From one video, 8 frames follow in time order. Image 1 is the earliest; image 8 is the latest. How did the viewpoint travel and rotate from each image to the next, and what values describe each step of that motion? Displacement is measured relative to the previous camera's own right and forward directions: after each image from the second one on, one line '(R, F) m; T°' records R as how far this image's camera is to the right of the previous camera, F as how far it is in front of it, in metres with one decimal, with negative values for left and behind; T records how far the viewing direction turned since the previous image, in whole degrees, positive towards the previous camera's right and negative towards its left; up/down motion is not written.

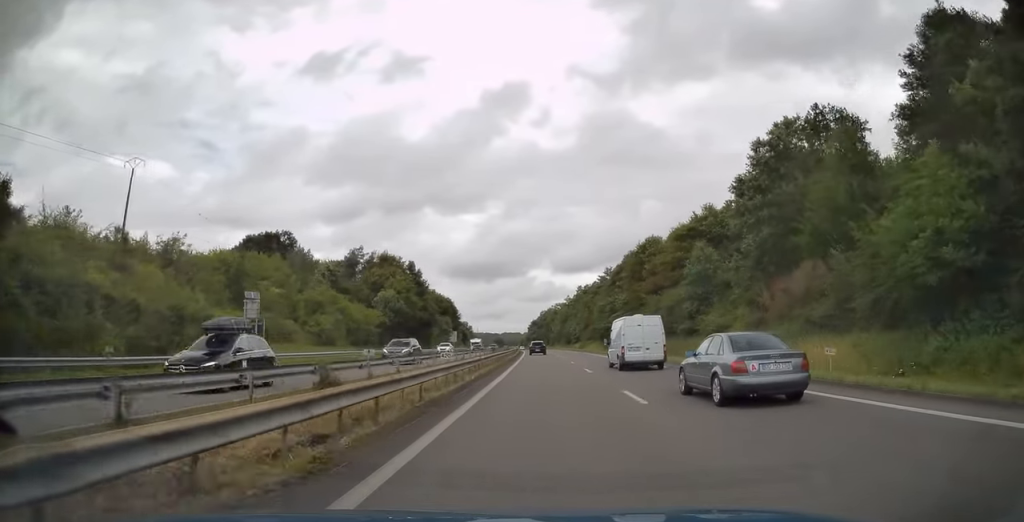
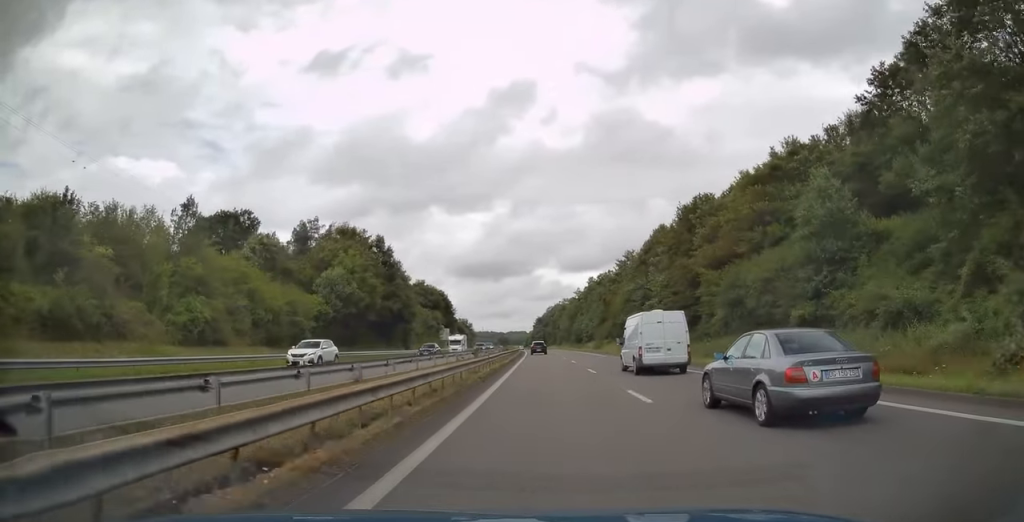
(-0.4, +25.7) m; 0°
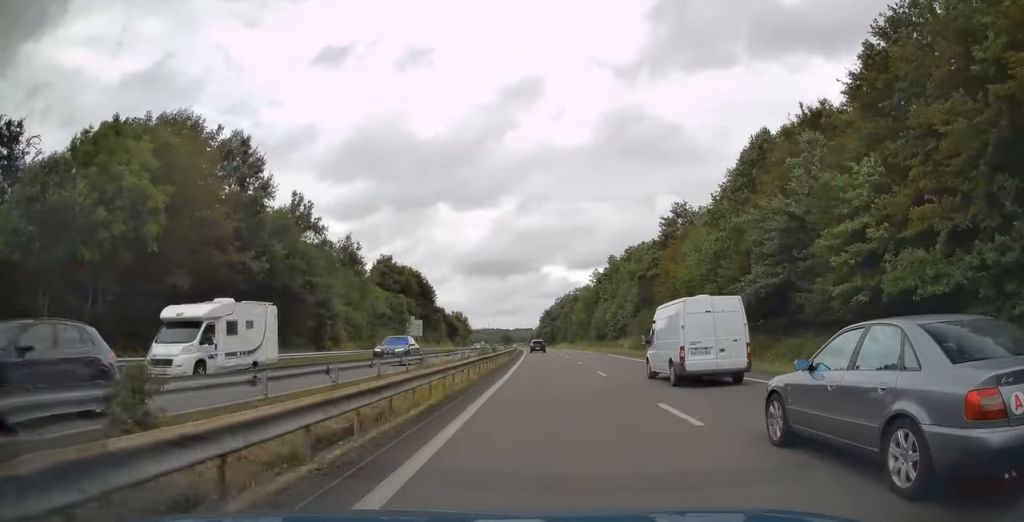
(+0.1, +42.6) m; -1°
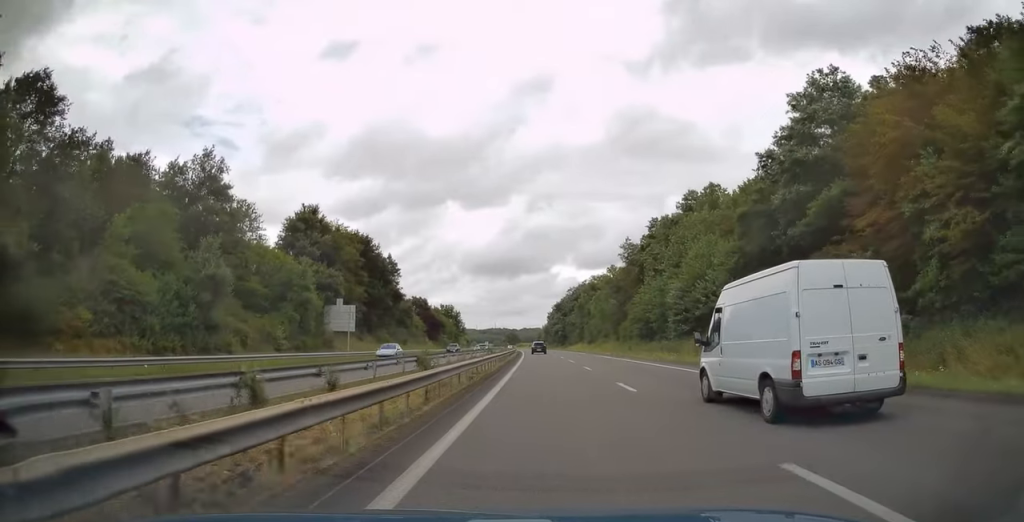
(-0.8, +45.1) m; -1°
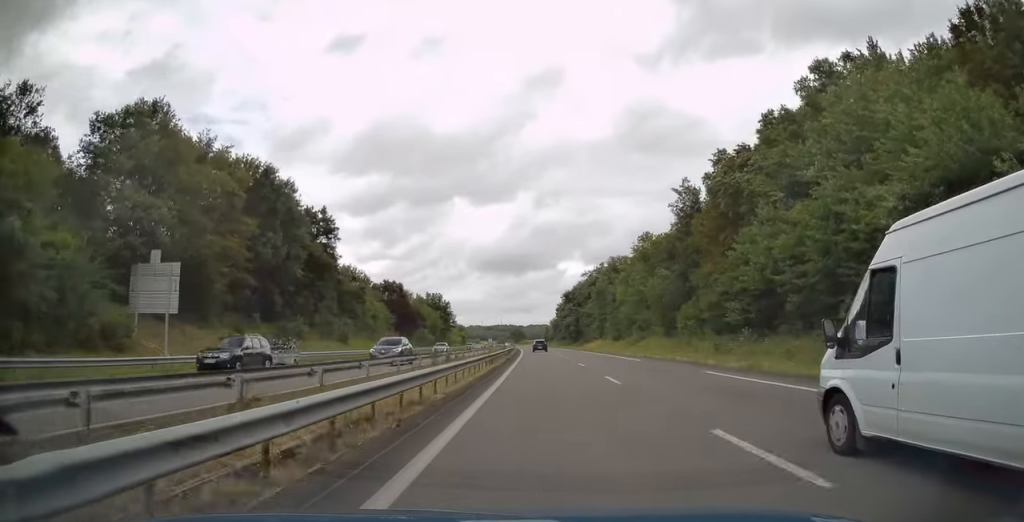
(-0.1, +36.5) m; 0°
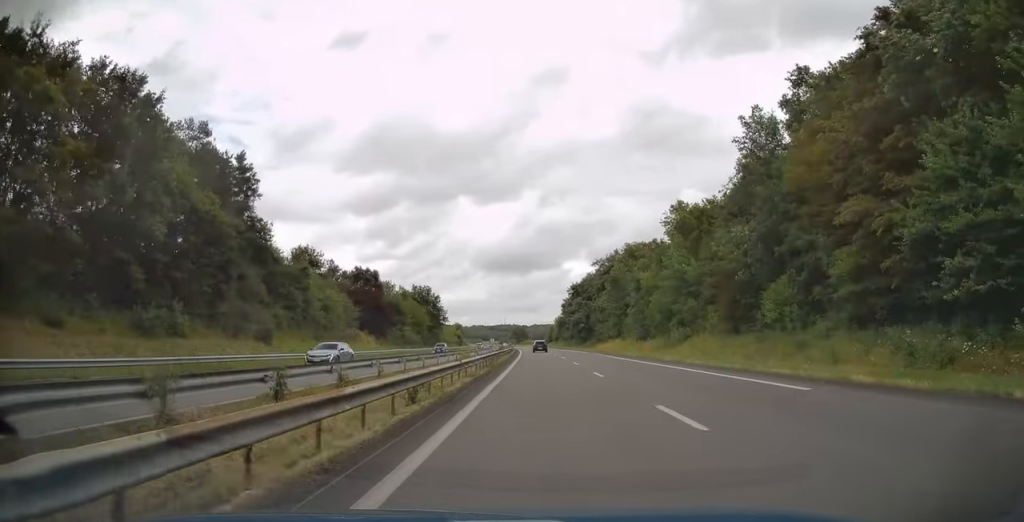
(0.0, +22.3) m; -1°
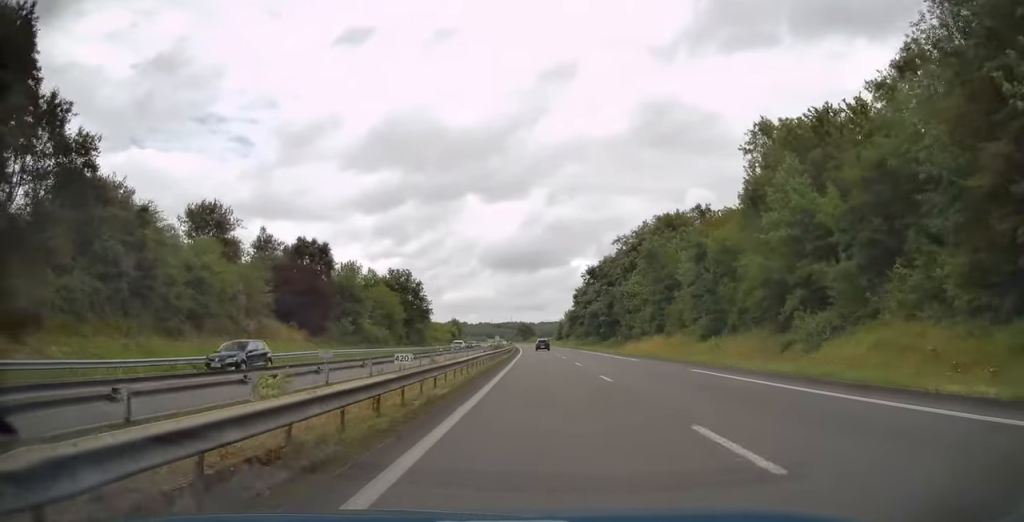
(-0.4, +28.8) m; 0°
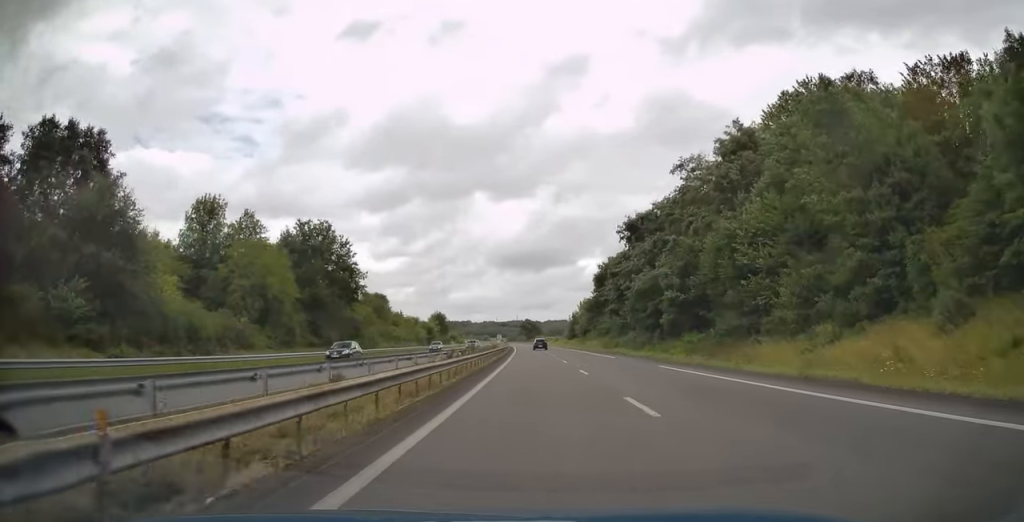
(0.0, +47.0) m; 0°
